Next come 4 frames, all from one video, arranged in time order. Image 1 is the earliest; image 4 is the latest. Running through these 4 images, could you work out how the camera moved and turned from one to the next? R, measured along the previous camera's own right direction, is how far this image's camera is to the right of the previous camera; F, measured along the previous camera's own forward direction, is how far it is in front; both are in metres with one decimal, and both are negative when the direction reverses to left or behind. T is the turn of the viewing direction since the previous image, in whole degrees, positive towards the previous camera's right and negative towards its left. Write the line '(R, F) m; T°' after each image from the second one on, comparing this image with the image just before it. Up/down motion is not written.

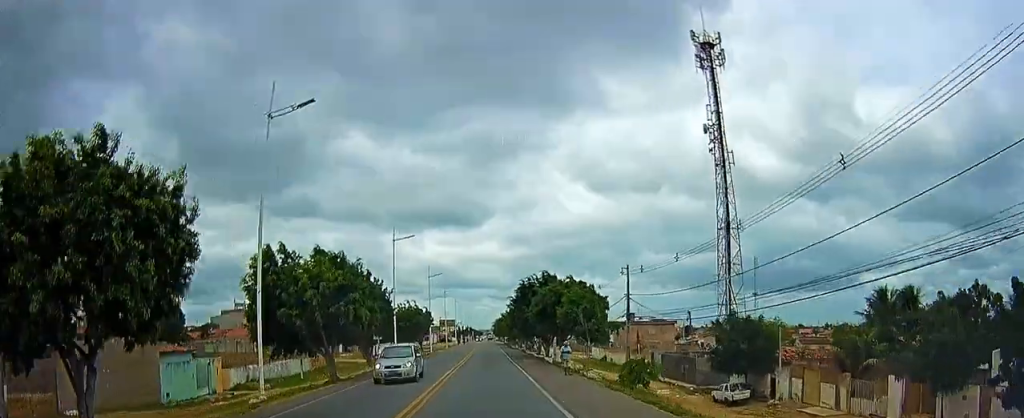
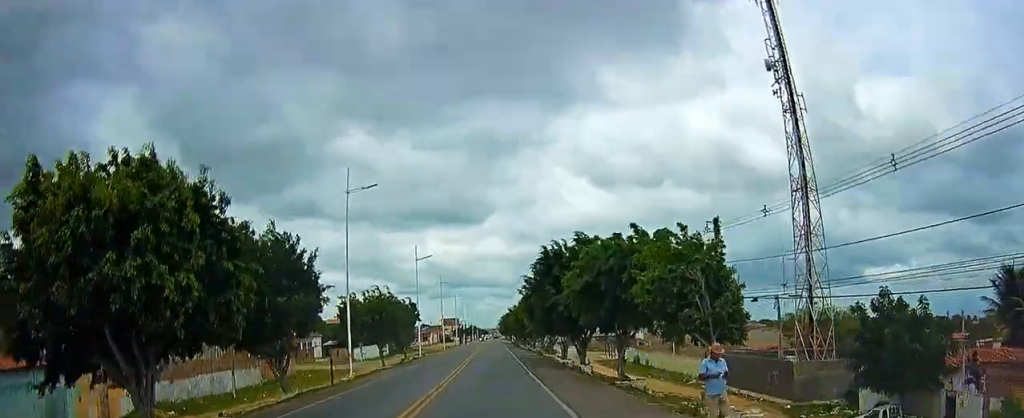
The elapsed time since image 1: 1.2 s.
(+0.4, +17.6) m; +1°
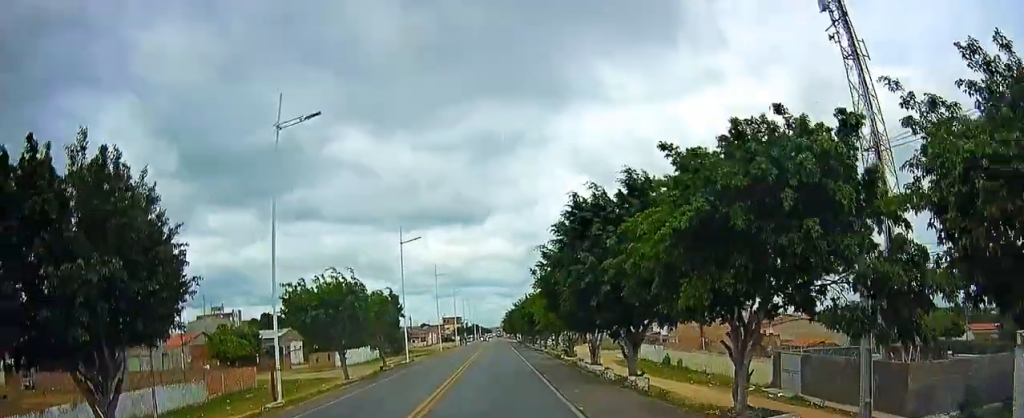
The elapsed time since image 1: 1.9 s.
(+0.3, +11.5) m; -2°
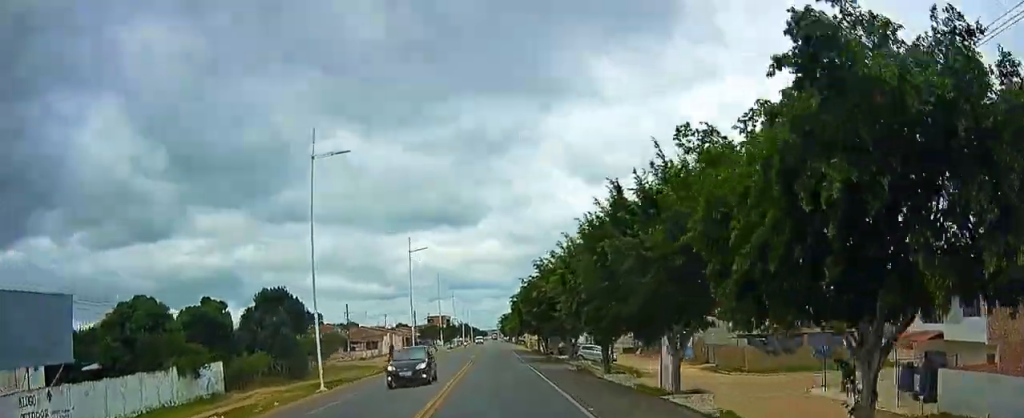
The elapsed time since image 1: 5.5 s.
(+0.3, +55.9) m; +1°
